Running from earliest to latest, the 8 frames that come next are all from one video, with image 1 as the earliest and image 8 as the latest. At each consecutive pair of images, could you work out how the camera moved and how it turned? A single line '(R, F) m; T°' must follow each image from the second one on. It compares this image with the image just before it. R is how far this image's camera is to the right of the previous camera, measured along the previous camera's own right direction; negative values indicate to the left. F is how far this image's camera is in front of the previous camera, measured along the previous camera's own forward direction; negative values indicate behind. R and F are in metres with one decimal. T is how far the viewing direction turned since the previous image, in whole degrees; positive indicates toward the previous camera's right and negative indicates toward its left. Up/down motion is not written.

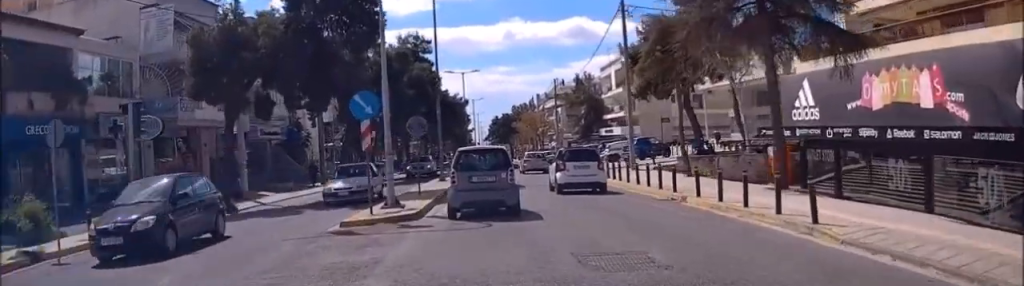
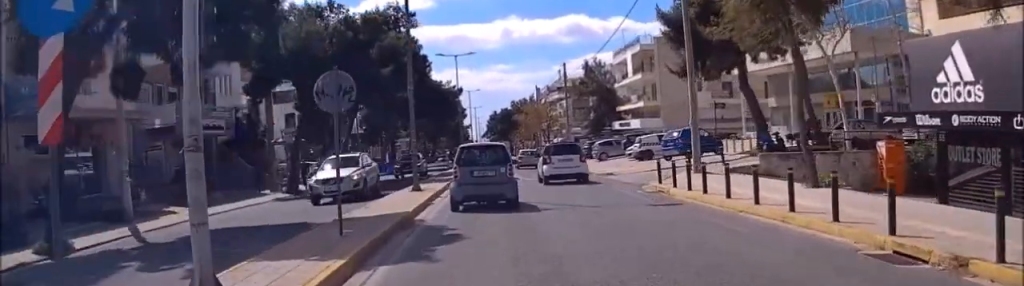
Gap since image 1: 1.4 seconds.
(0.0, +11.0) m; -1°
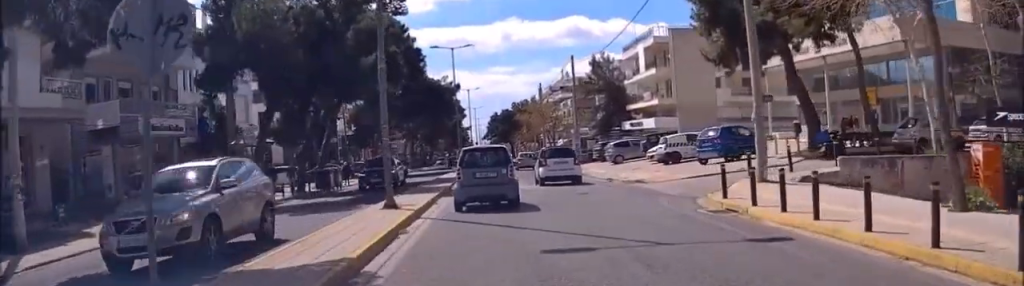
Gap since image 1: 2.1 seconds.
(-0.1, +5.5) m; -1°
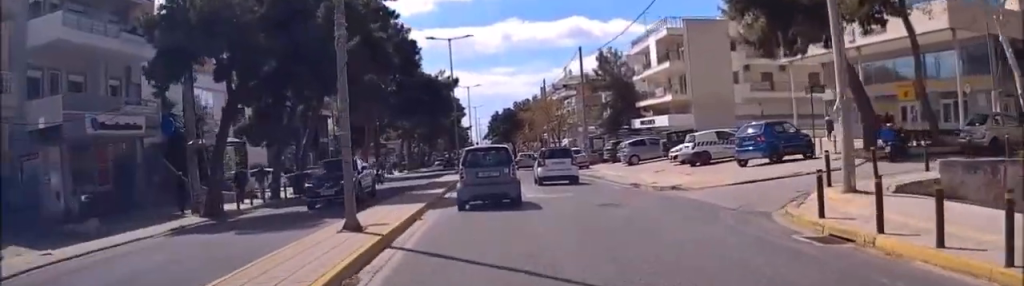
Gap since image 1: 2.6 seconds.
(0.0, +4.3) m; 0°
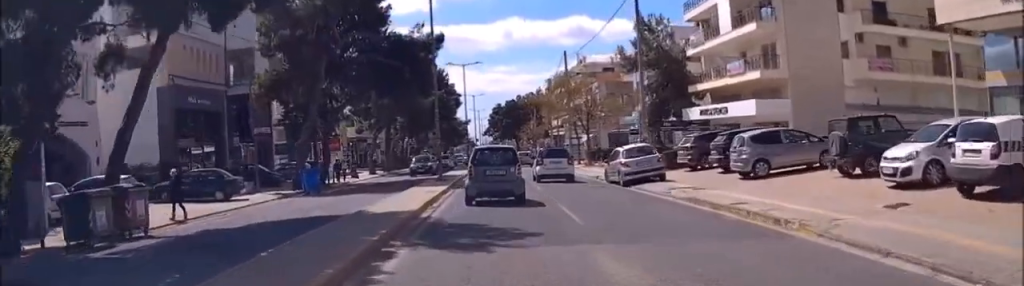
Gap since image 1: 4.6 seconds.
(+0.2, +20.9) m; -1°
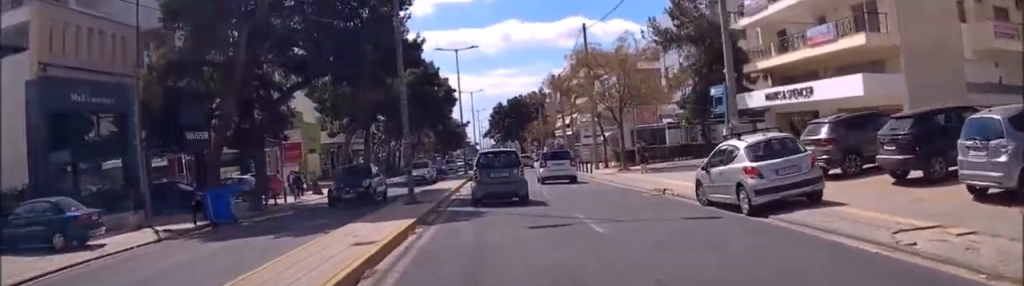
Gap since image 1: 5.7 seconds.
(-0.3, +12.7) m; -2°
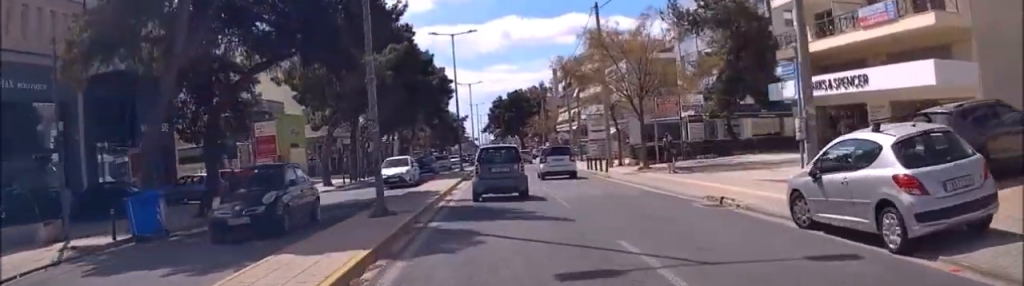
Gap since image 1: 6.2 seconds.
(0.0, +5.2) m; 0°
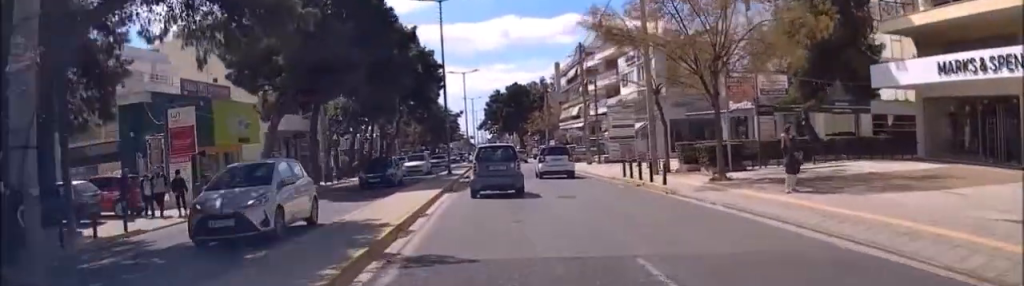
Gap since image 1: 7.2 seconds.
(0.0, +11.0) m; +1°
